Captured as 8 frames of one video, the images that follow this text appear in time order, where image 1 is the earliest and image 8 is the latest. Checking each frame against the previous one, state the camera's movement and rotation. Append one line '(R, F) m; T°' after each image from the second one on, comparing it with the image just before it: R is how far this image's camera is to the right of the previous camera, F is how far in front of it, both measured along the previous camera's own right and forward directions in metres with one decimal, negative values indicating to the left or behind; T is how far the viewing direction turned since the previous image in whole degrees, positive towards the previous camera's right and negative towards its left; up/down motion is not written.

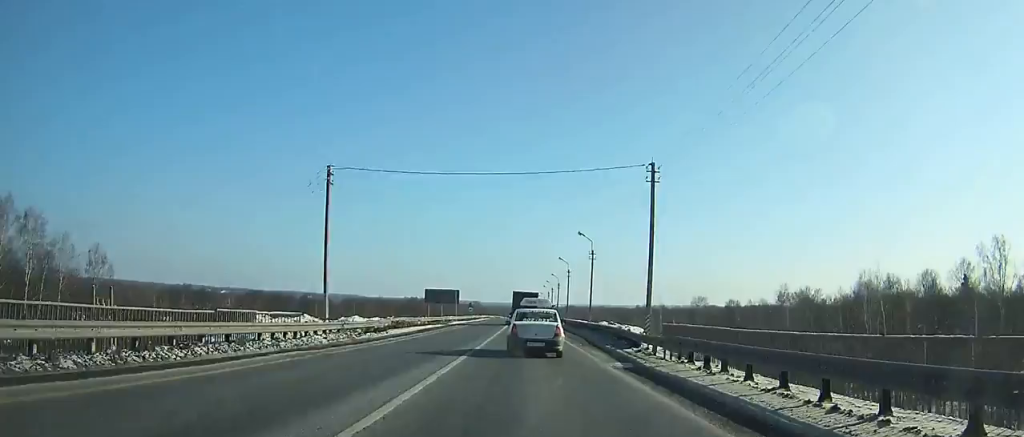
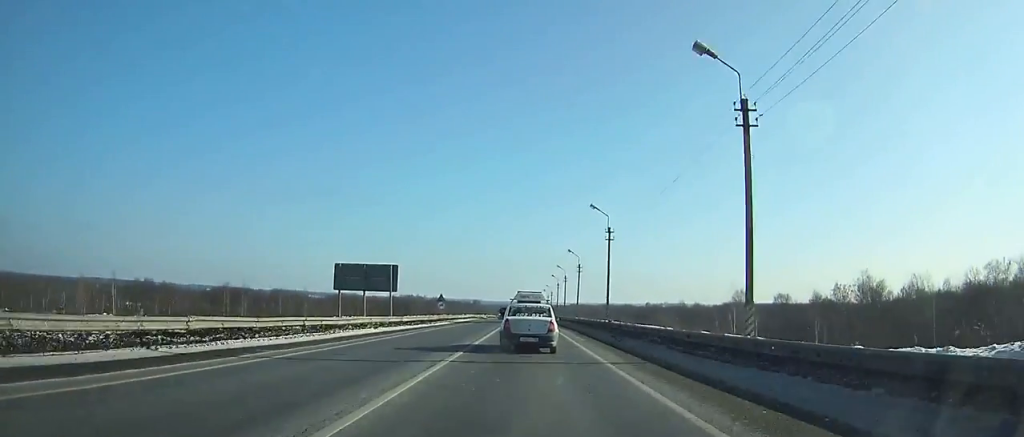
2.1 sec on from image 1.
(+0.1, +40.7) m; 0°
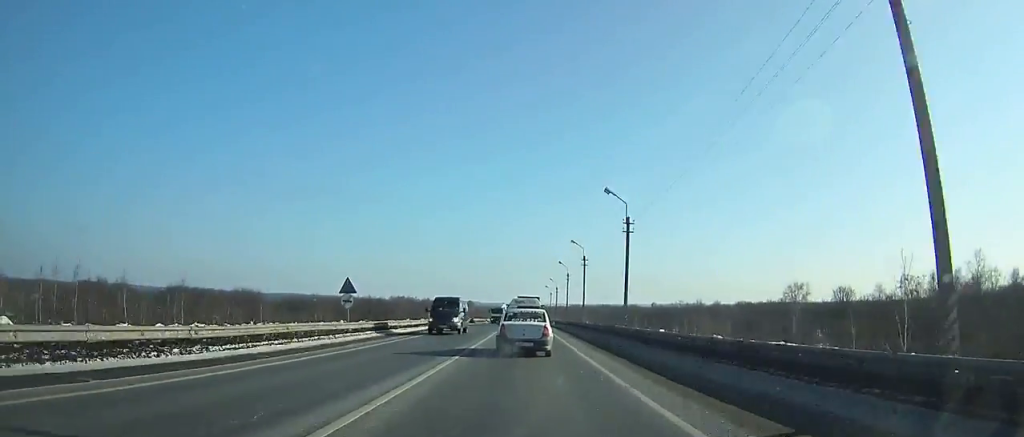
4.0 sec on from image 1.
(+0.1, +37.1) m; 0°
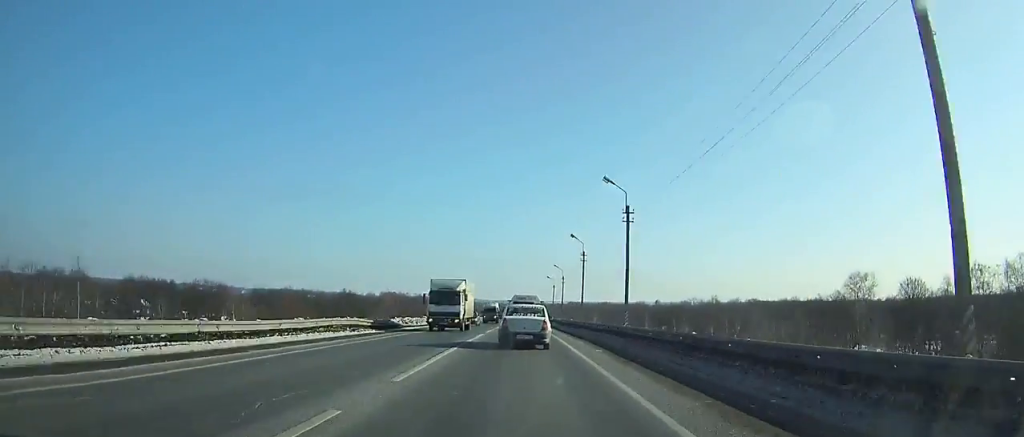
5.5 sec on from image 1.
(+0.1, +29.6) m; 0°
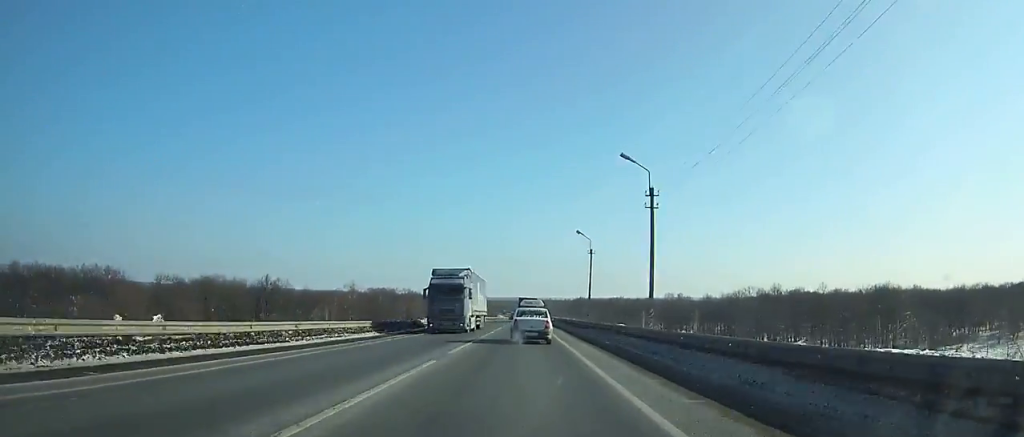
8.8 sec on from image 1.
(-0.4, +66.2) m; -1°
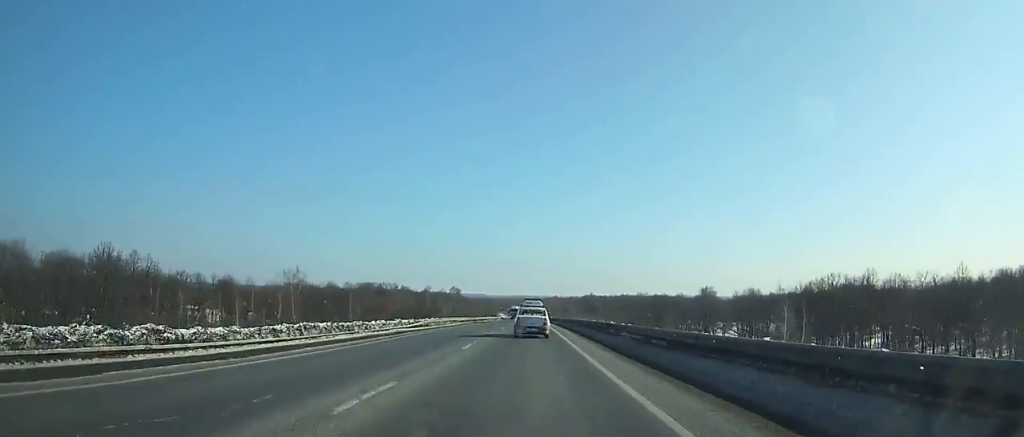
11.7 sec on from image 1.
(-0.2, +60.1) m; 0°
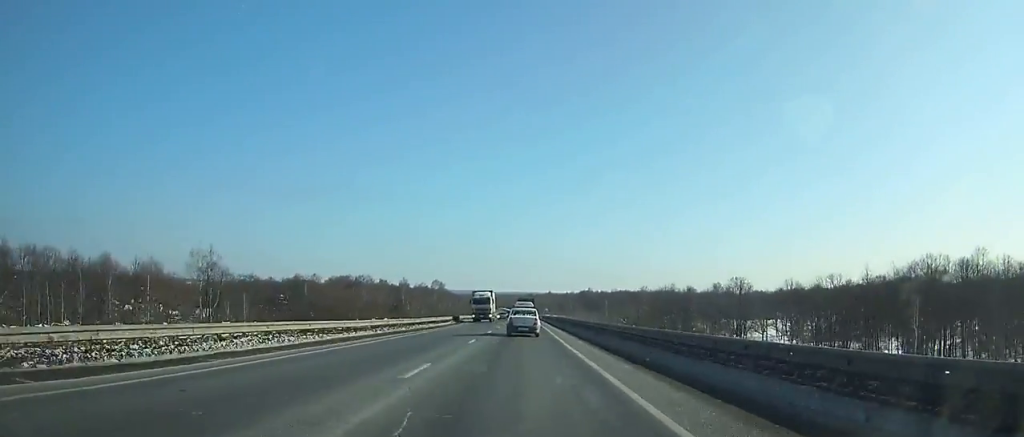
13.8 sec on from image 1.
(+0.2, +44.7) m; 0°
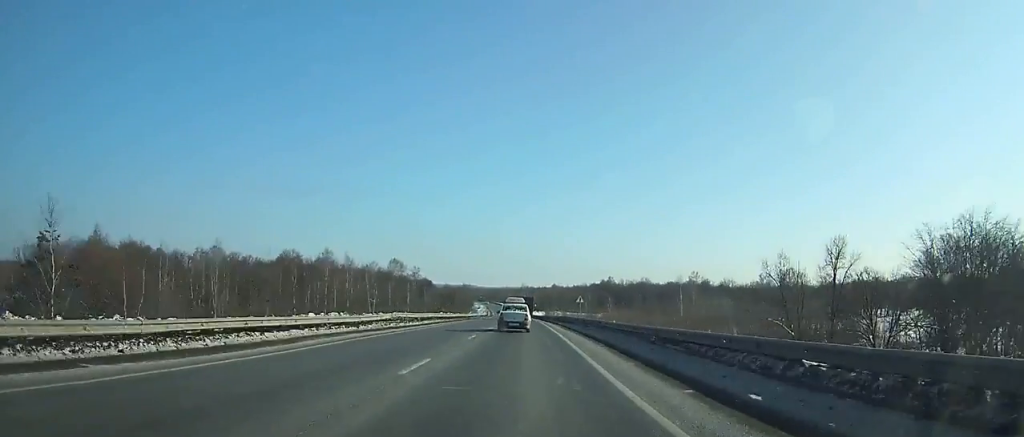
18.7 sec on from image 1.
(+0.5, +107.0) m; 0°
